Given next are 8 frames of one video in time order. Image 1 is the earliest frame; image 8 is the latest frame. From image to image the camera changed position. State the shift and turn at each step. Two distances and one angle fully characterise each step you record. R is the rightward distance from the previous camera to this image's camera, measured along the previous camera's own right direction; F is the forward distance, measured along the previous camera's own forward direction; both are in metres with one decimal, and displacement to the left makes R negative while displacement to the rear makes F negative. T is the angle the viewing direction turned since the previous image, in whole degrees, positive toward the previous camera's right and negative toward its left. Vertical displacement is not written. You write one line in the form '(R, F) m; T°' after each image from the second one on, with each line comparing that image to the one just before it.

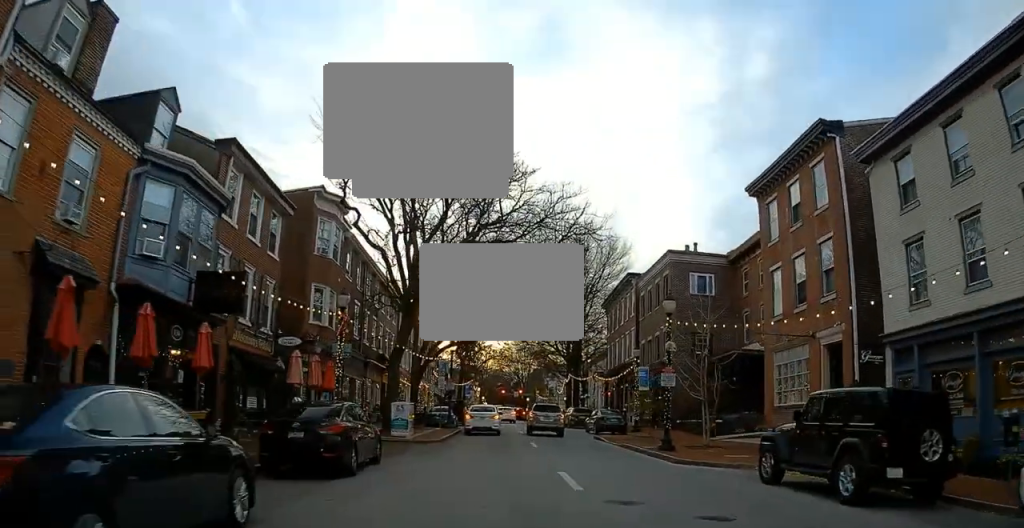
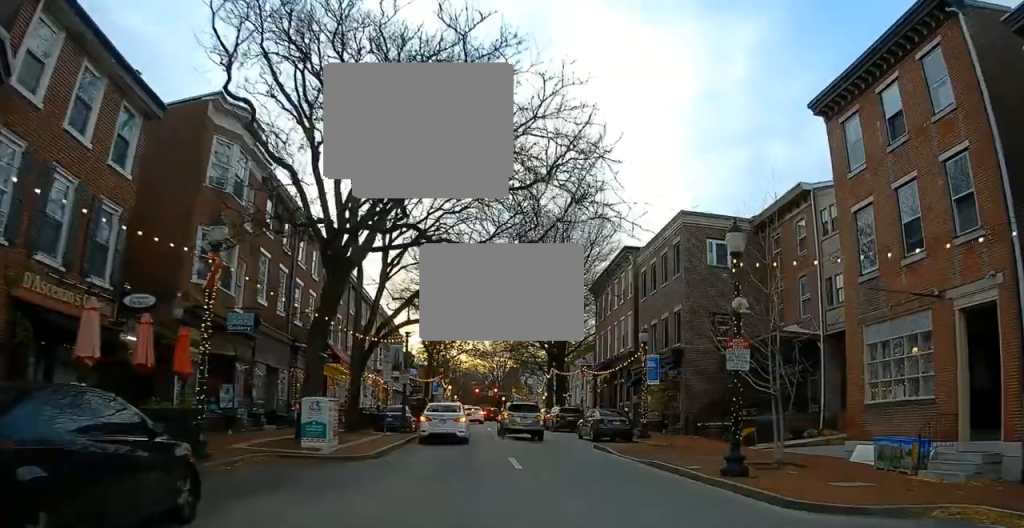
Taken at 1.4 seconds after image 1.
(-1.7, +6.4) m; +7°
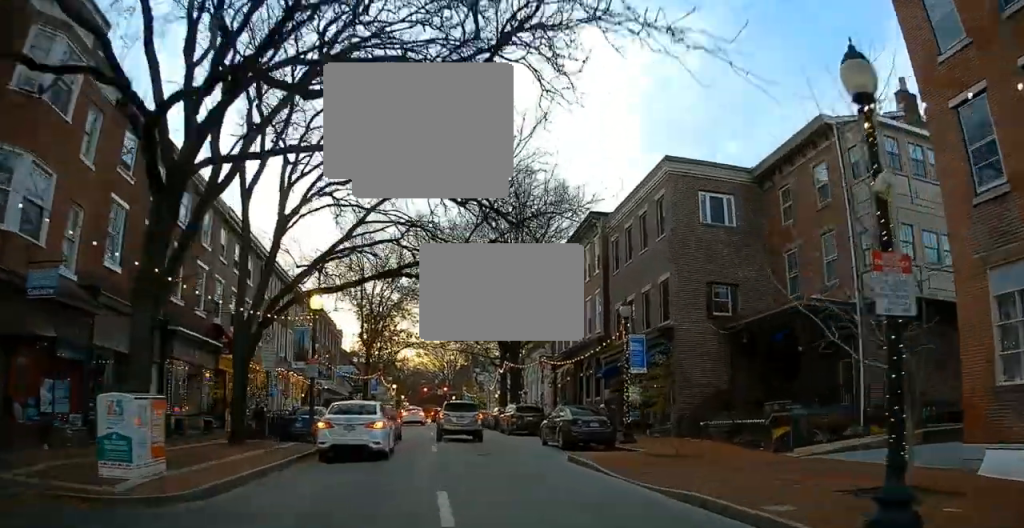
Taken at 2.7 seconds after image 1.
(+2.9, +7.8) m; +21°
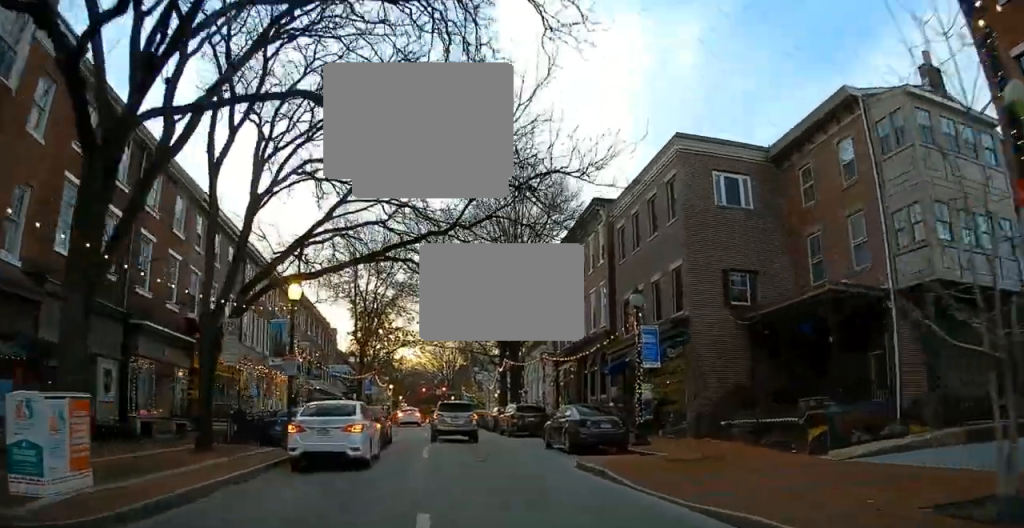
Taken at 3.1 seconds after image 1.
(-0.2, +2.6) m; -3°
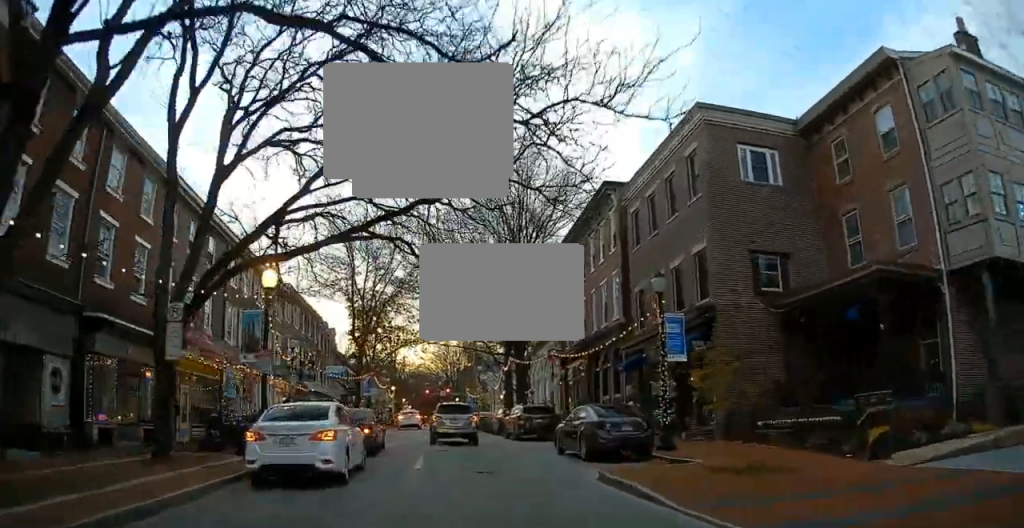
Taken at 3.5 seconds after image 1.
(-0.1, +3.1) m; -3°
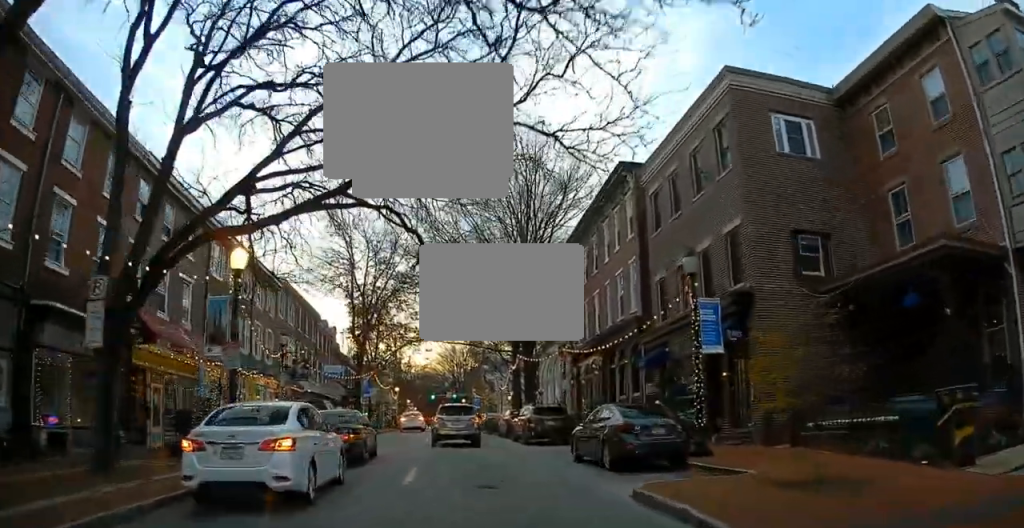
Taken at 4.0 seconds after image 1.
(-0.1, +3.0) m; -2°
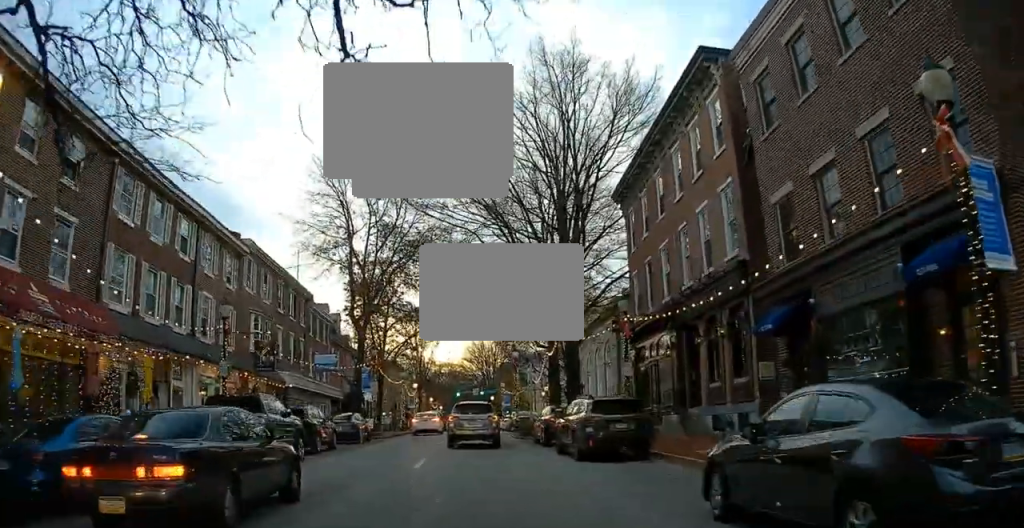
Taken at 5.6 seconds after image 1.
(-0.5, +10.0) m; -7°
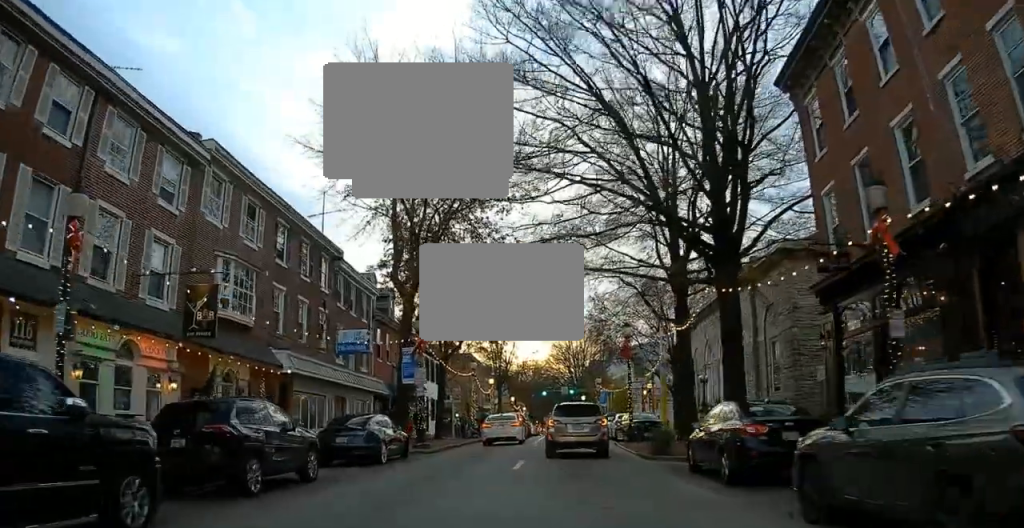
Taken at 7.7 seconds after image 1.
(-0.6, +12.4) m; -3°
